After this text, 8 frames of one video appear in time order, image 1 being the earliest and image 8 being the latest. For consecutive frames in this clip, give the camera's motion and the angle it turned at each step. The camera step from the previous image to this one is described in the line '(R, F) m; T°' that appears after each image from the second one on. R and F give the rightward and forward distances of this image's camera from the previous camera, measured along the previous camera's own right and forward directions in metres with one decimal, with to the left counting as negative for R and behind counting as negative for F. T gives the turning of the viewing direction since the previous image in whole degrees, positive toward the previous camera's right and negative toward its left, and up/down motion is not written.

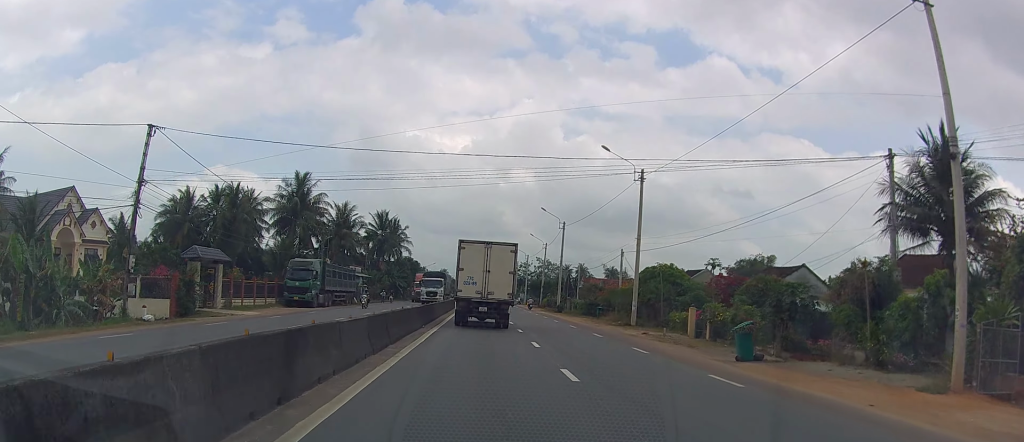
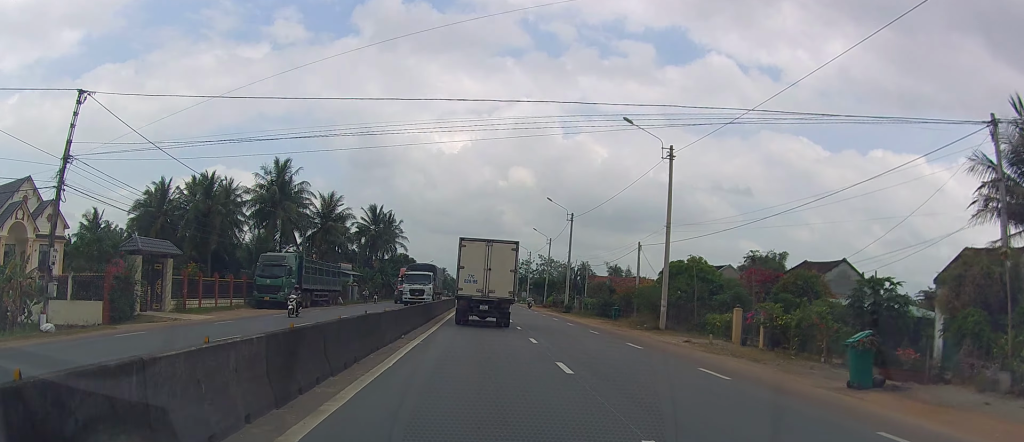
(0.0, +7.4) m; 0°
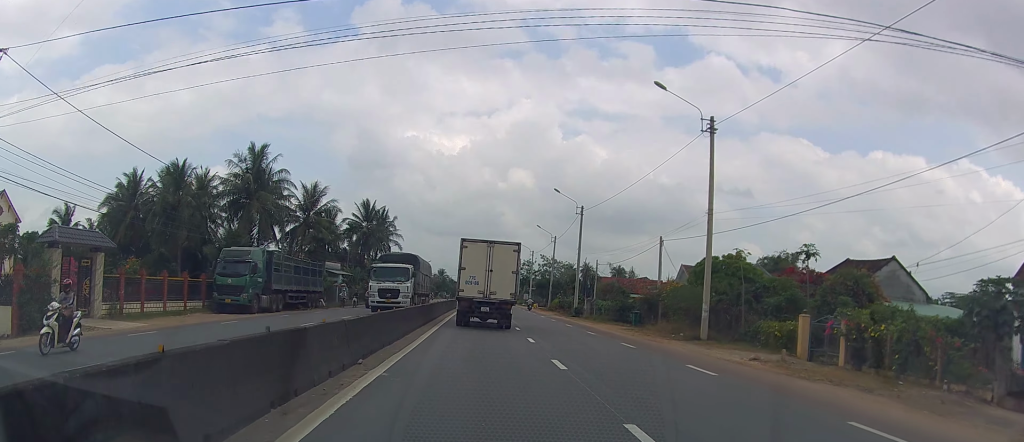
(0.0, +7.4) m; 0°
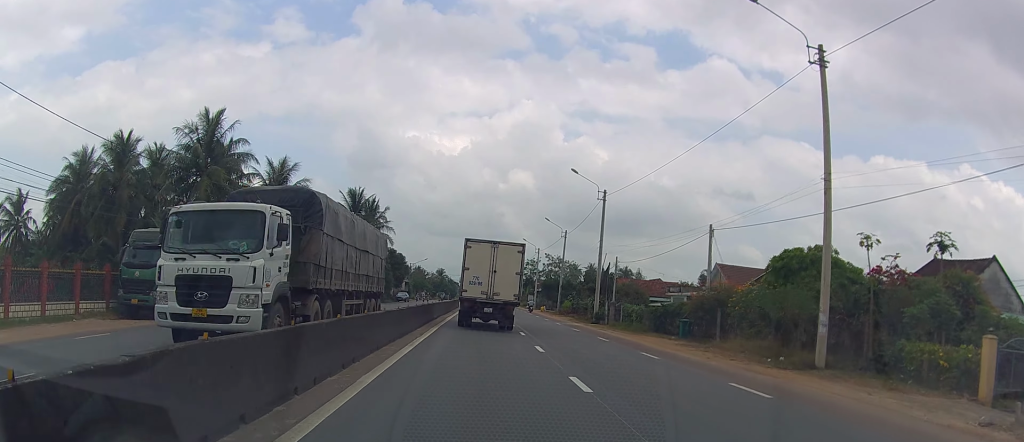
(0.0, +11.4) m; 0°
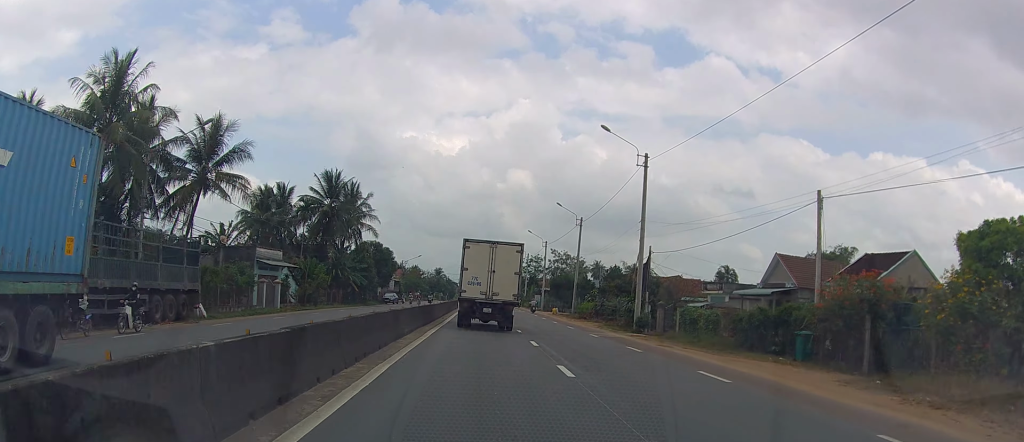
(0.0, +14.3) m; 0°
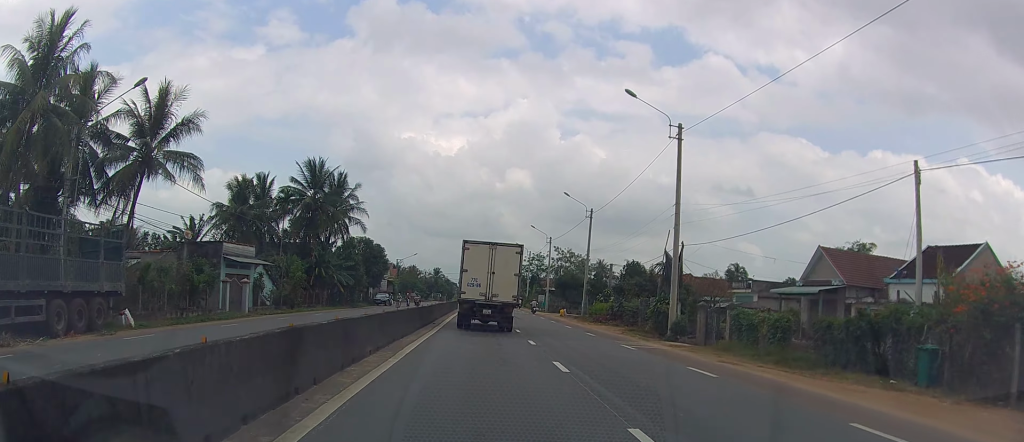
(0.0, +7.4) m; 0°
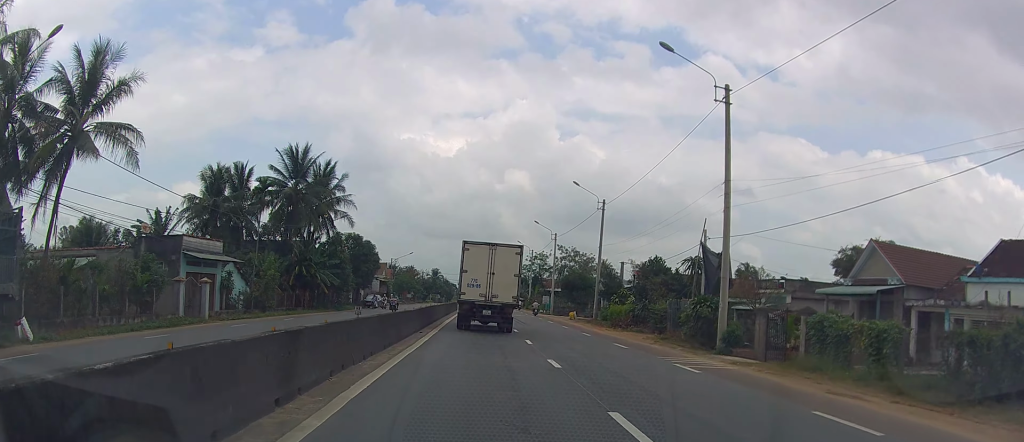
(0.0, +7.0) m; 0°
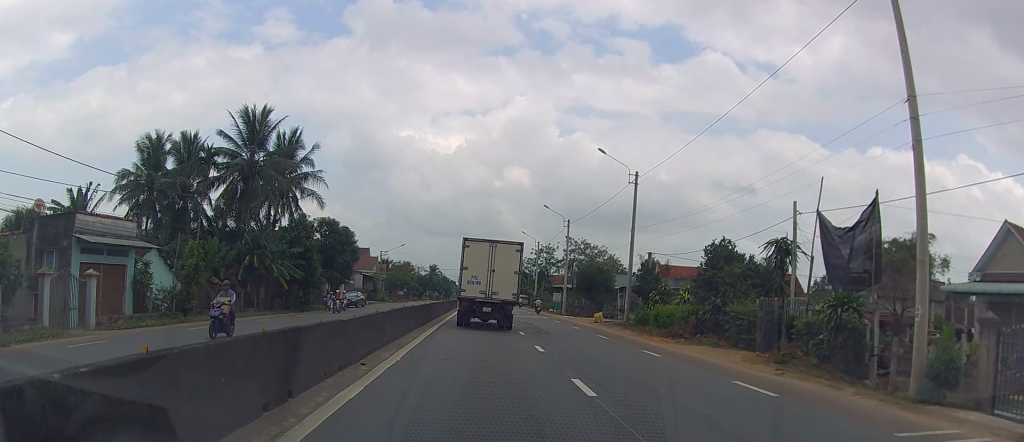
(0.0, +12.9) m; 0°
